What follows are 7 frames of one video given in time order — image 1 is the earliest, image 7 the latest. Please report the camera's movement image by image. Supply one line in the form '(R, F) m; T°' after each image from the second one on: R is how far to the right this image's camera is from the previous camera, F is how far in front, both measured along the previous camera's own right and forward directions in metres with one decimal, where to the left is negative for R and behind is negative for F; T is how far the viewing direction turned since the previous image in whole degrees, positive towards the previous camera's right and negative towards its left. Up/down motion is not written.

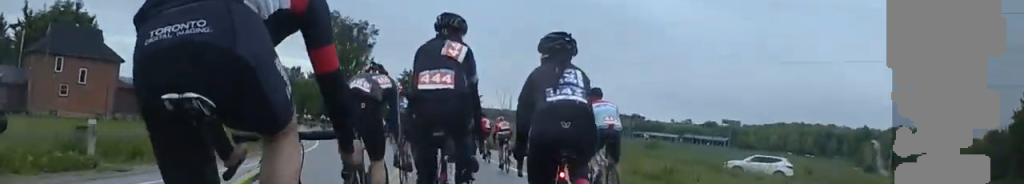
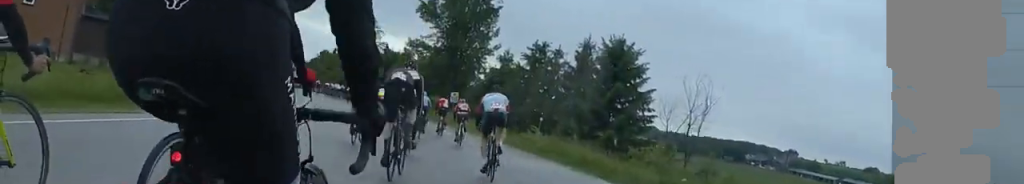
(+1.2, +33.7) m; +3°
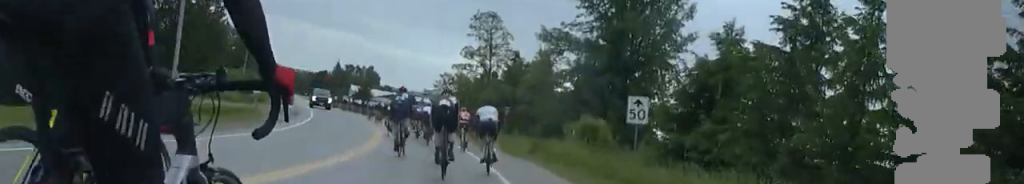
(-0.3, +32.5) m; -1°
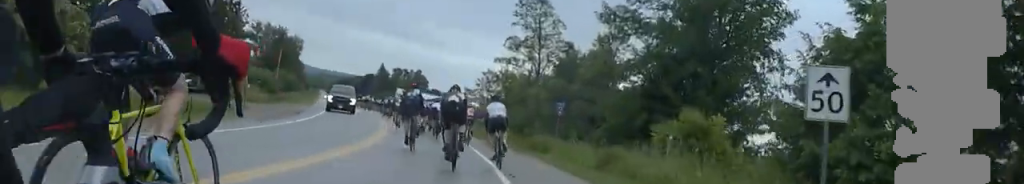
(+0.1, +9.3) m; +1°
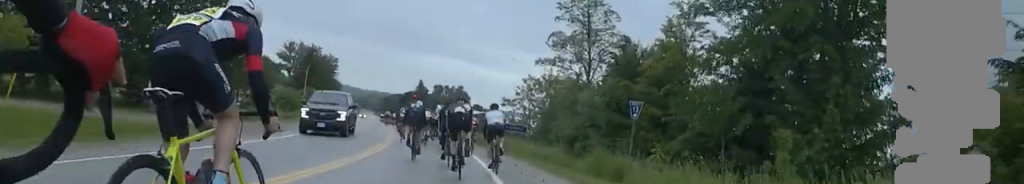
(+0.1, +9.4) m; 0°
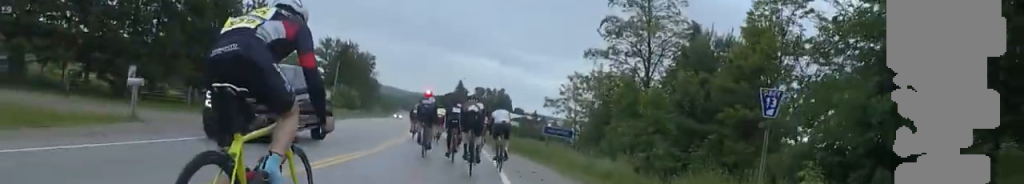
(0.0, +7.5) m; 0°
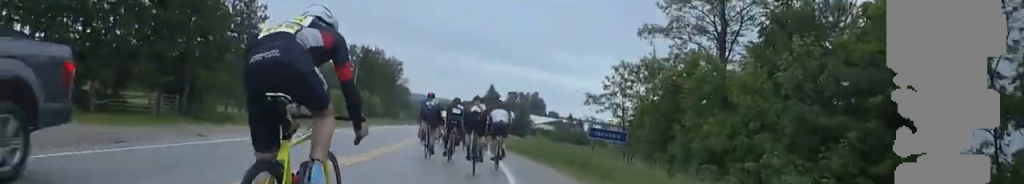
(0.0, +9.1) m; 0°
